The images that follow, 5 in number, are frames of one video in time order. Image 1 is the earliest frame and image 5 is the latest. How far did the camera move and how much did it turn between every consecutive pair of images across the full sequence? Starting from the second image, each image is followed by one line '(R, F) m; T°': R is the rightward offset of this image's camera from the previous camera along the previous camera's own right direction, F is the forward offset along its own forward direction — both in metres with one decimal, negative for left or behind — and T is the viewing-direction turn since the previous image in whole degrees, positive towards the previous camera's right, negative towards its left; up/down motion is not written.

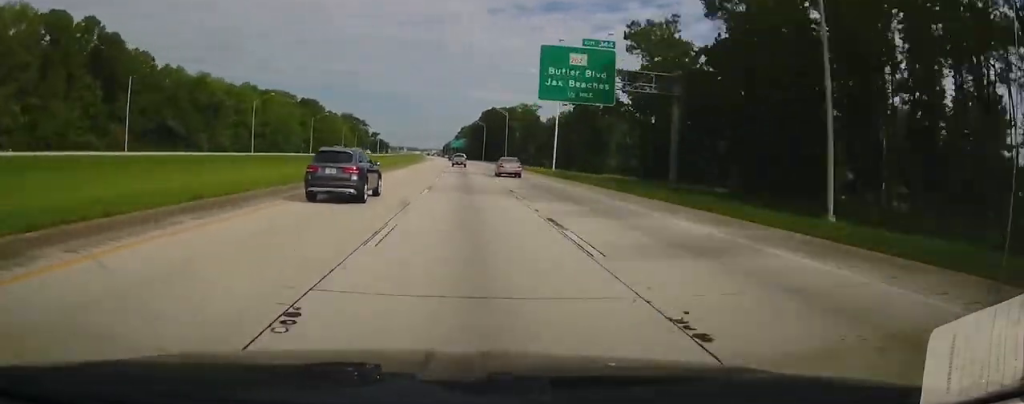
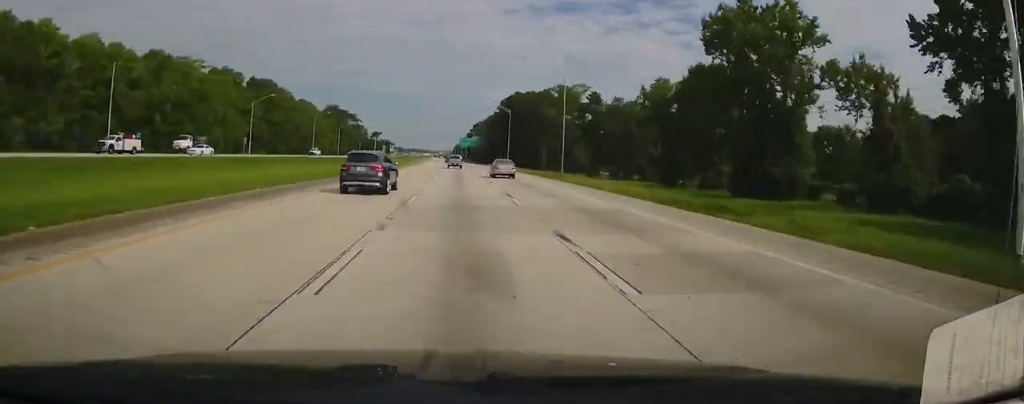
(-1.5, +62.6) m; -1°
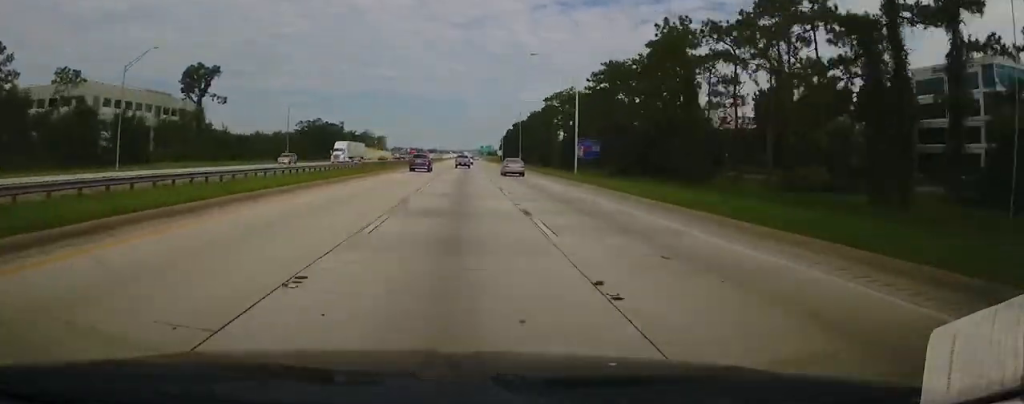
(-12.8, +374.2) m; -2°
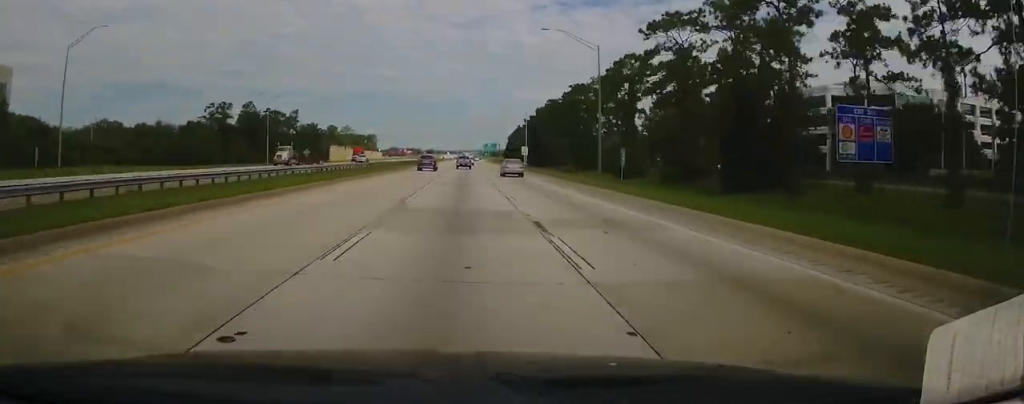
(0.0, +68.0) m; 0°
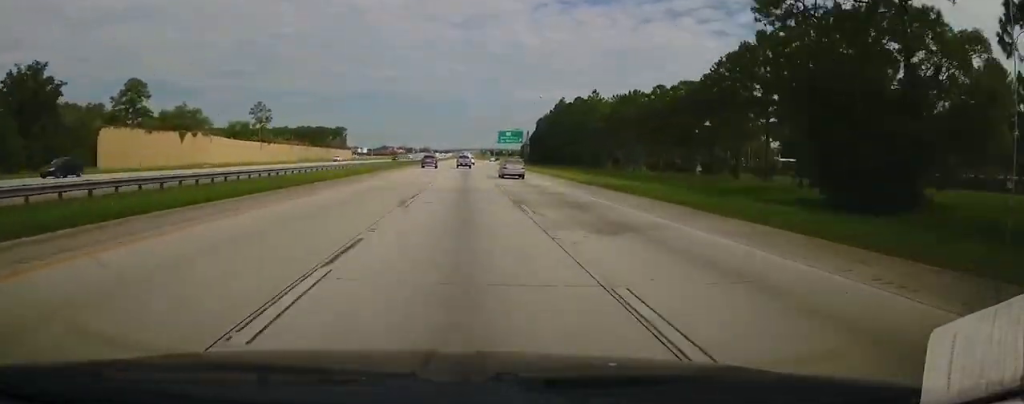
(+0.1, +126.5) m; 0°
